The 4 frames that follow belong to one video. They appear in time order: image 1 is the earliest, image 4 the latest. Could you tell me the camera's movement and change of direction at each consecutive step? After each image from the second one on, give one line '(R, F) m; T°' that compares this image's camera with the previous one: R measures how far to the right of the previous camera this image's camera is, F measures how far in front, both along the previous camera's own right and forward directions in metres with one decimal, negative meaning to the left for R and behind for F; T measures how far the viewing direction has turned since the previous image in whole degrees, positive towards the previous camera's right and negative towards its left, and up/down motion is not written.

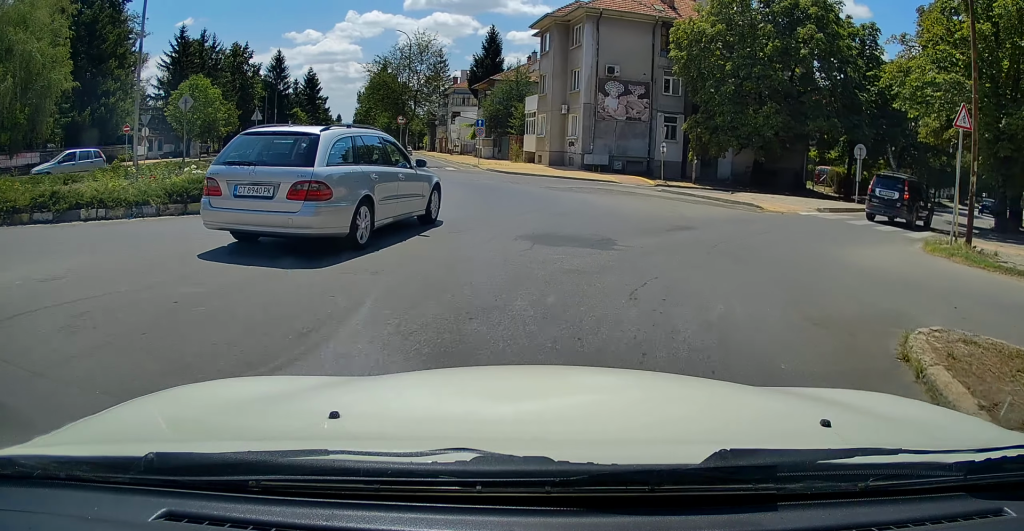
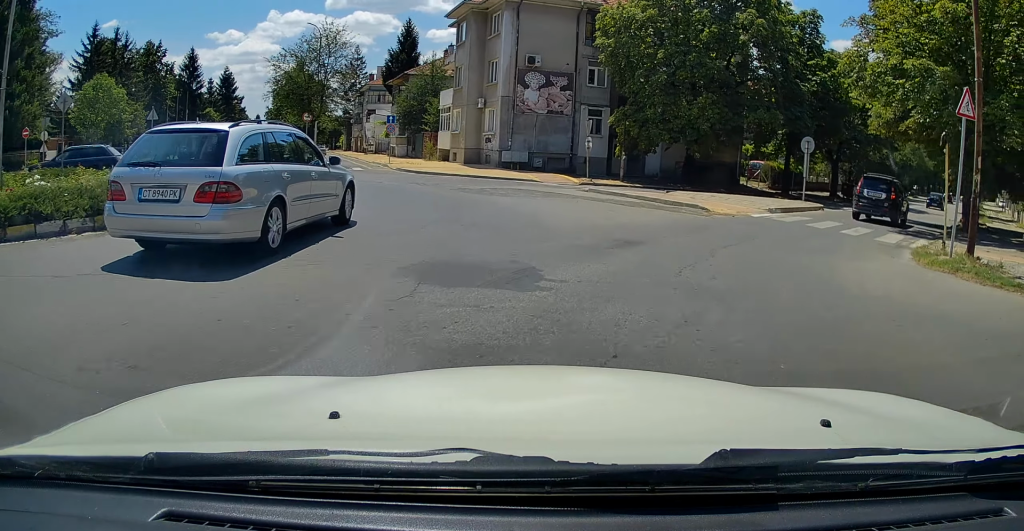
(+0.1, +3.0) m; +3°
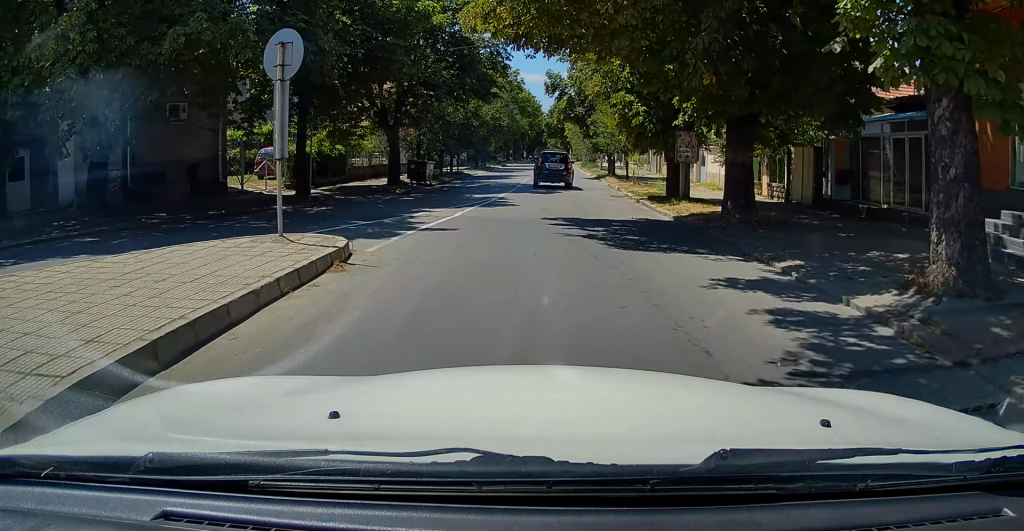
(+4.4, +16.3) m; +35°
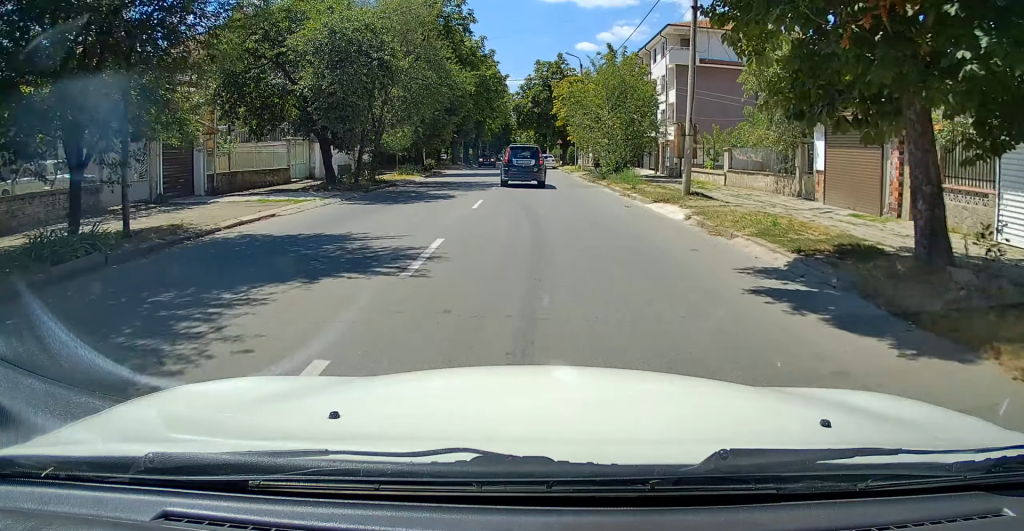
(+5.4, +34.0) m; +10°
